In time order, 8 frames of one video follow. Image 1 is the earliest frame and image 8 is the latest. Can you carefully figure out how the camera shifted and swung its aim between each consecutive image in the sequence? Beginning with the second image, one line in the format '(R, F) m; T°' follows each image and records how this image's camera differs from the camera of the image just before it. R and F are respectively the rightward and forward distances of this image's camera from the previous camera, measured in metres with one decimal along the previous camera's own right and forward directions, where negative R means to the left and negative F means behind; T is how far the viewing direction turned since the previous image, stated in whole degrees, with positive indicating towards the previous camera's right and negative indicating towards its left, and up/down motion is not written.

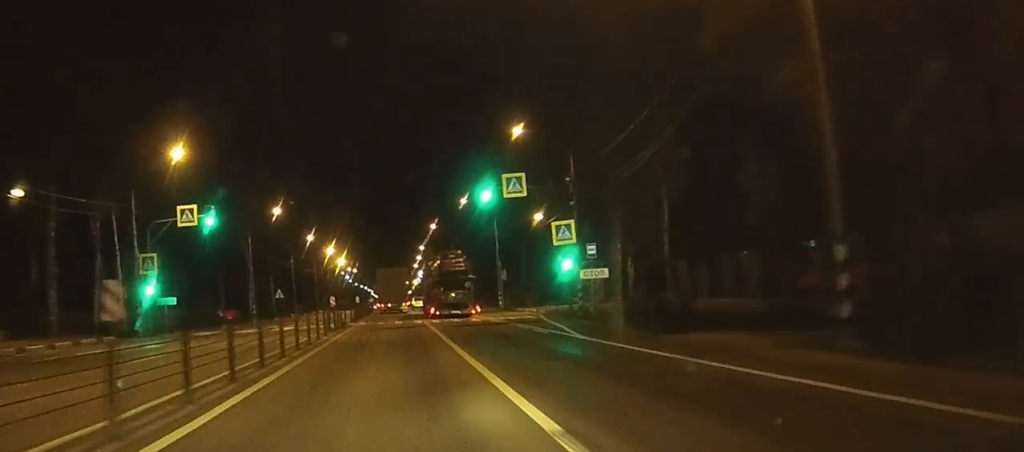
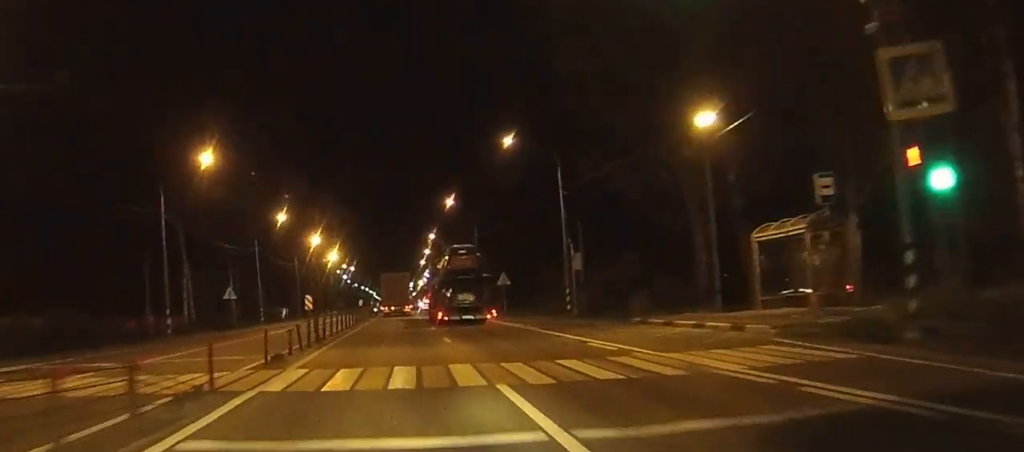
(0.0, +33.1) m; 0°
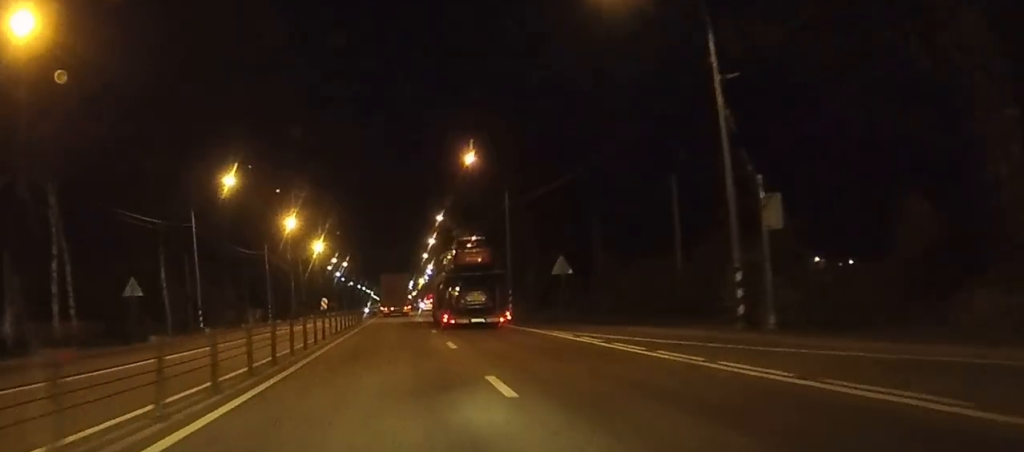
(0.0, +27.1) m; 0°
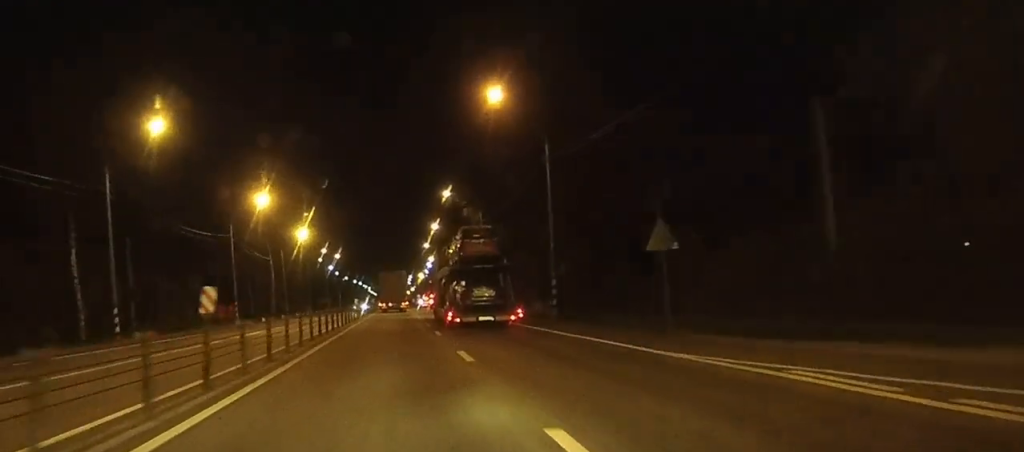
(0.0, +18.6) m; 0°
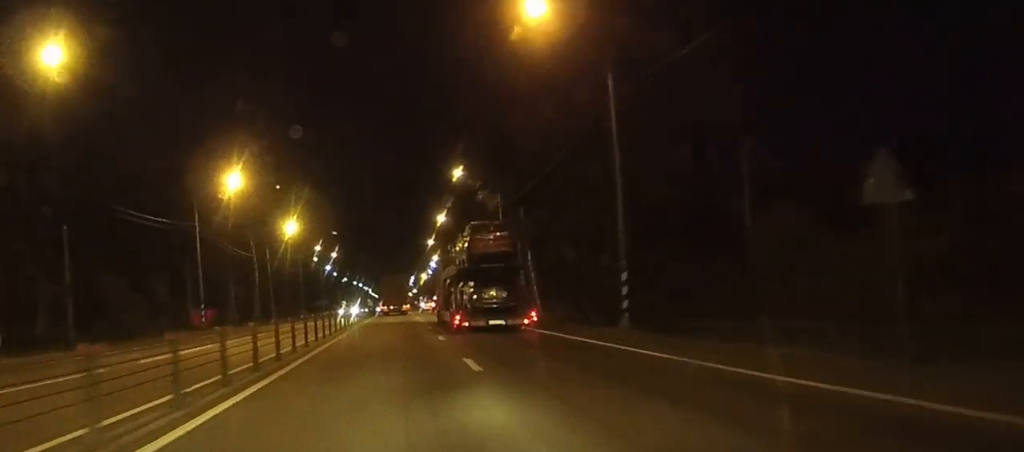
(0.0, +14.0) m; 0°
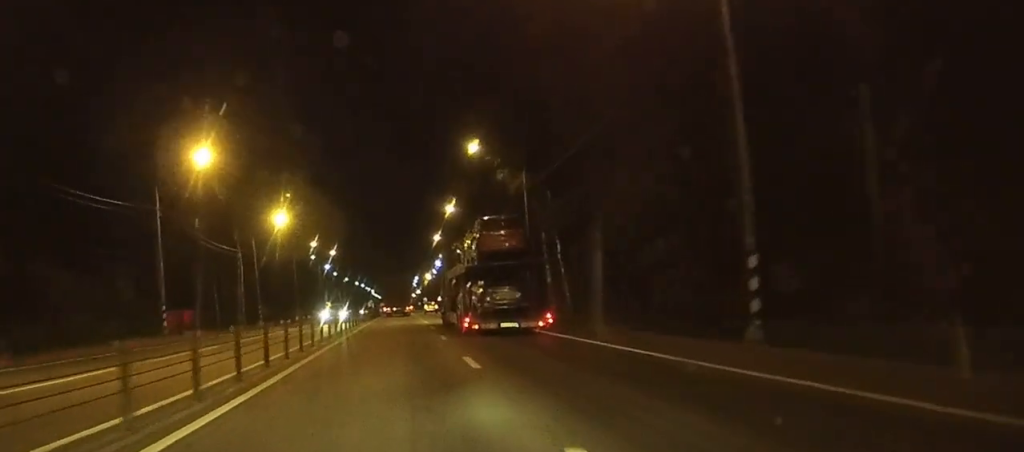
(+0.1, +11.4) m; 0°
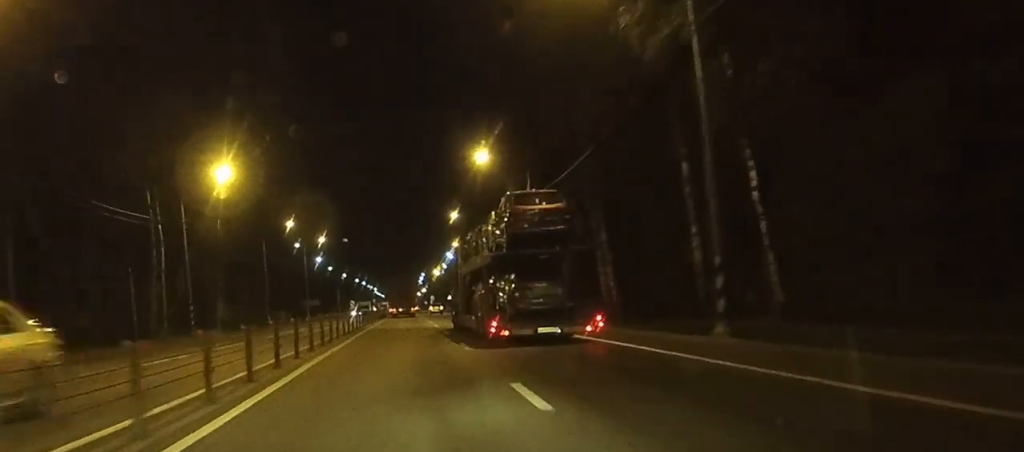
(-0.1, +31.2) m; 0°
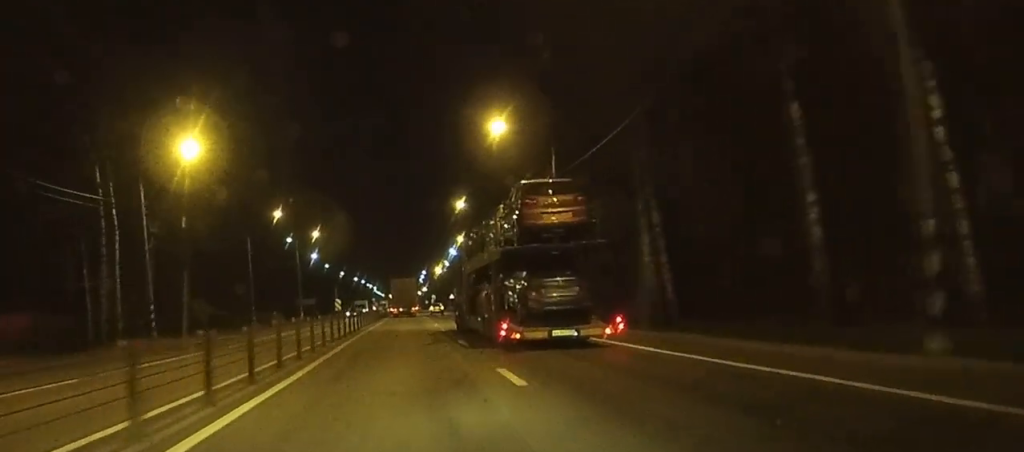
(0.0, +9.6) m; 0°
